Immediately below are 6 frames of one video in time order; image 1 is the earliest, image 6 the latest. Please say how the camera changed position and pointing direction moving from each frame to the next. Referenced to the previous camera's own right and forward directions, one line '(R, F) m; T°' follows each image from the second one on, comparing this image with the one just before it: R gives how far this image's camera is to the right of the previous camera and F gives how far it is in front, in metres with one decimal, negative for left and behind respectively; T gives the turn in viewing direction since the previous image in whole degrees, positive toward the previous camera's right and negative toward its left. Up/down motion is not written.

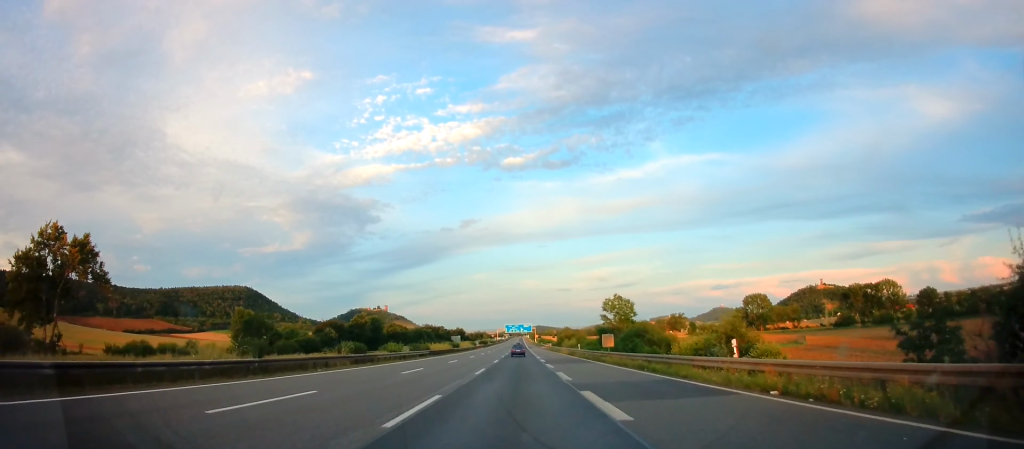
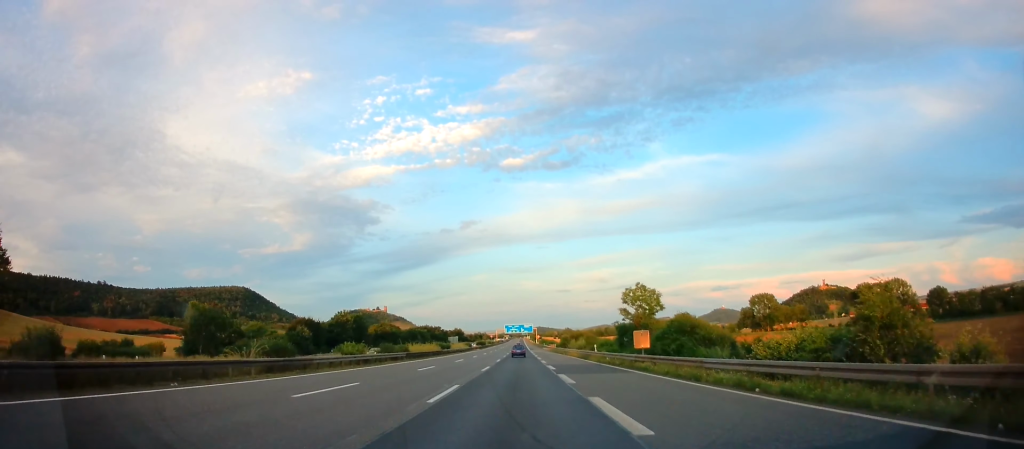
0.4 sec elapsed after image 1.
(0.0, +13.2) m; 0°
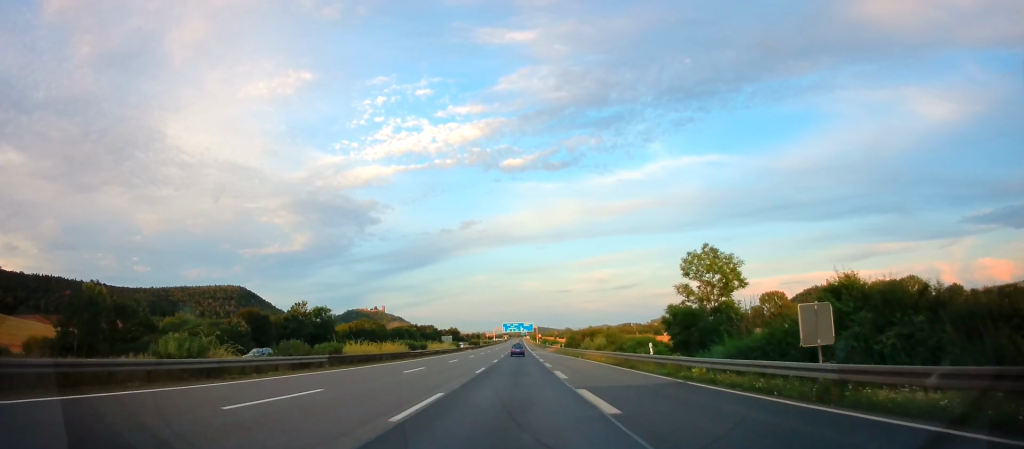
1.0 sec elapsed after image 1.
(+0.2, +21.0) m; +1°
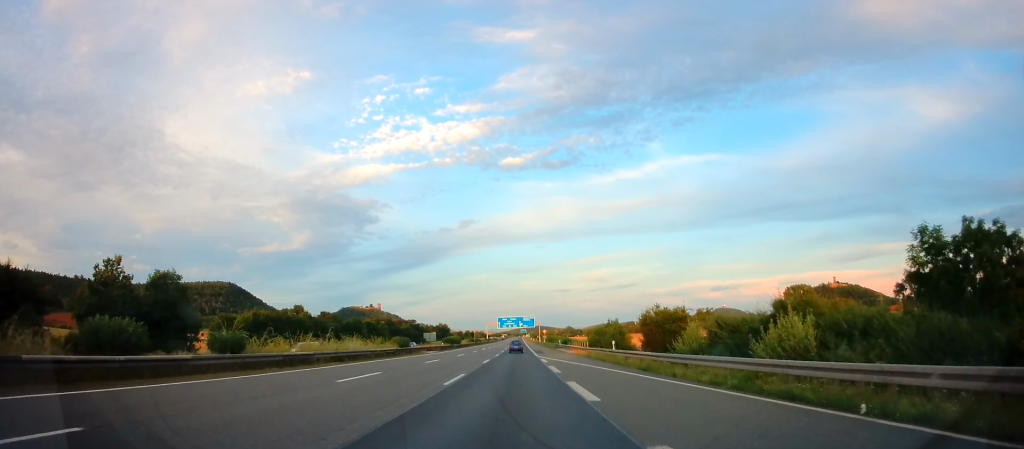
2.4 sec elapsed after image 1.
(+0.5, +45.5) m; 0°
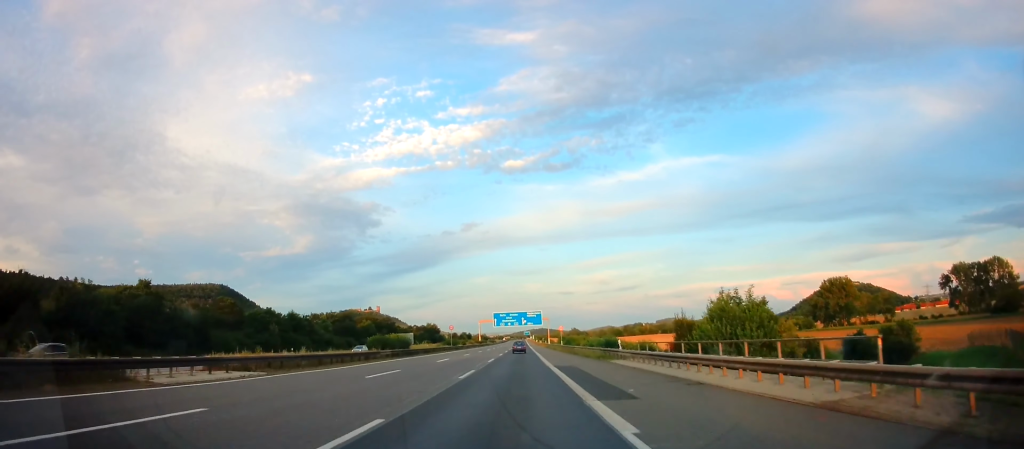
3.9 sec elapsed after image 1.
(-0.6, +51.1) m; -1°
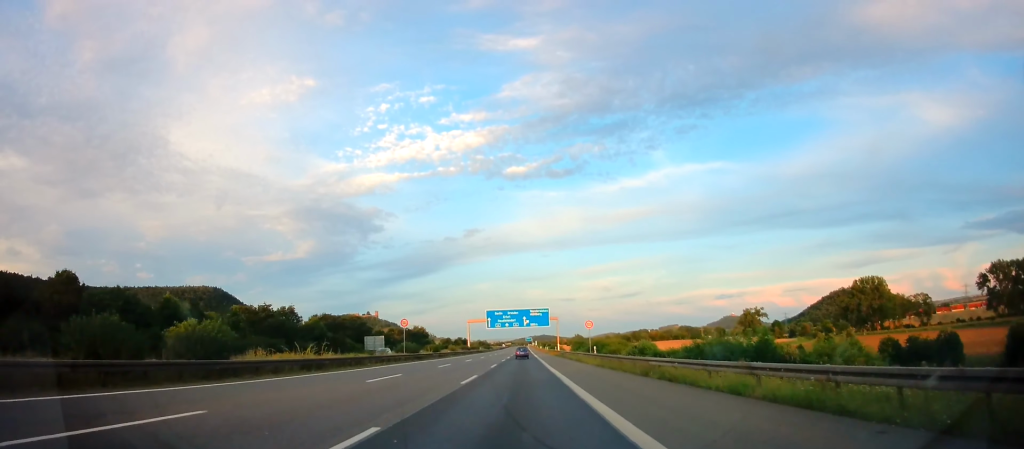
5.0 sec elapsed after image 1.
(-0.1, +36.7) m; 0°
